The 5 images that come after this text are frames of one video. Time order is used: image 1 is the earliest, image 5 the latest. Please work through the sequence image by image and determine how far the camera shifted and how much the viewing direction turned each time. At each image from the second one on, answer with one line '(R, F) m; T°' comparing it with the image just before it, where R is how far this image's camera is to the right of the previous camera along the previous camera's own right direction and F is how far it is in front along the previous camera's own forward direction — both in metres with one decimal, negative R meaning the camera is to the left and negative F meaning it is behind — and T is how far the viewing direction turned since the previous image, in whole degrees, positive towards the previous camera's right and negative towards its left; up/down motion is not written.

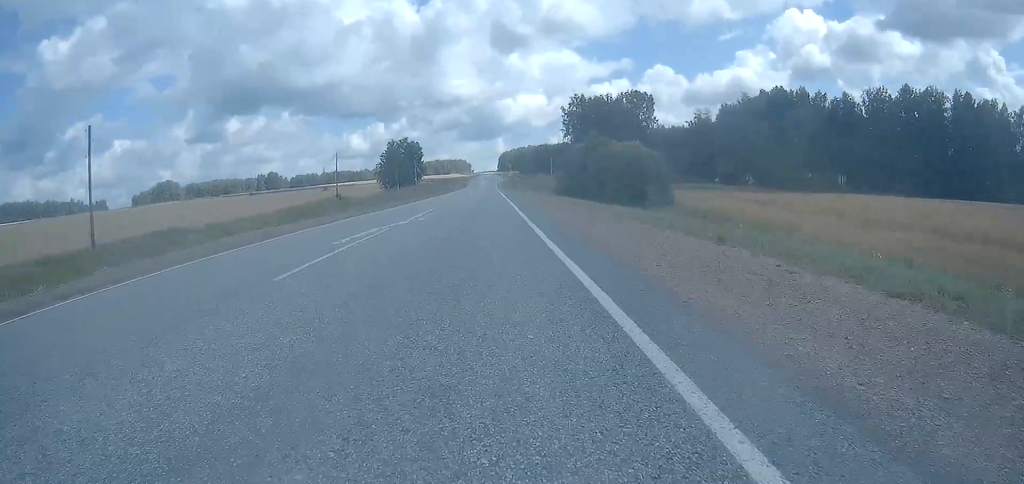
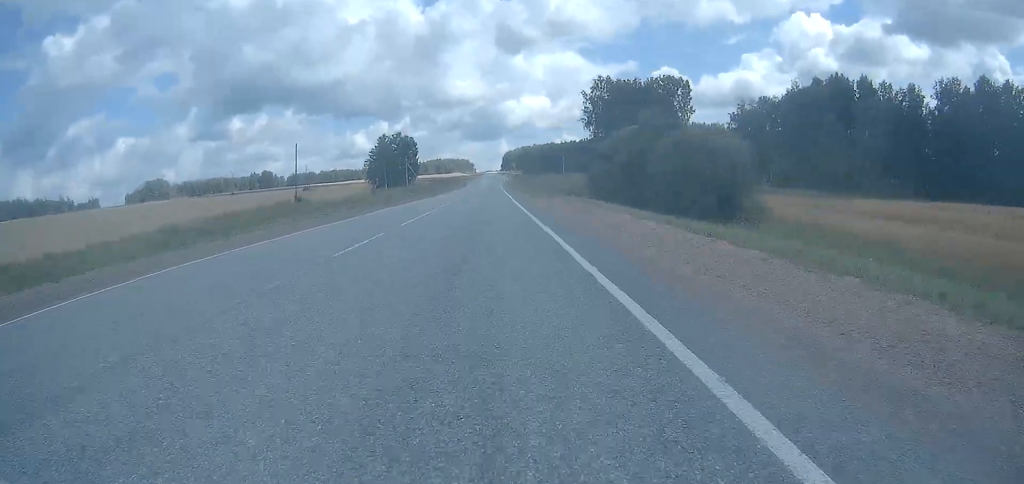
(-0.2, +26.6) m; -1°
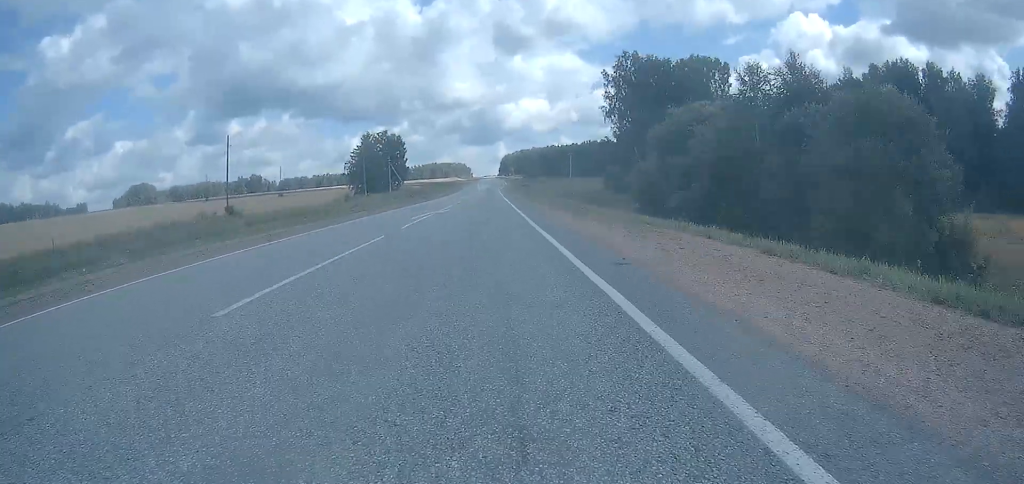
(0.0, +23.1) m; 0°
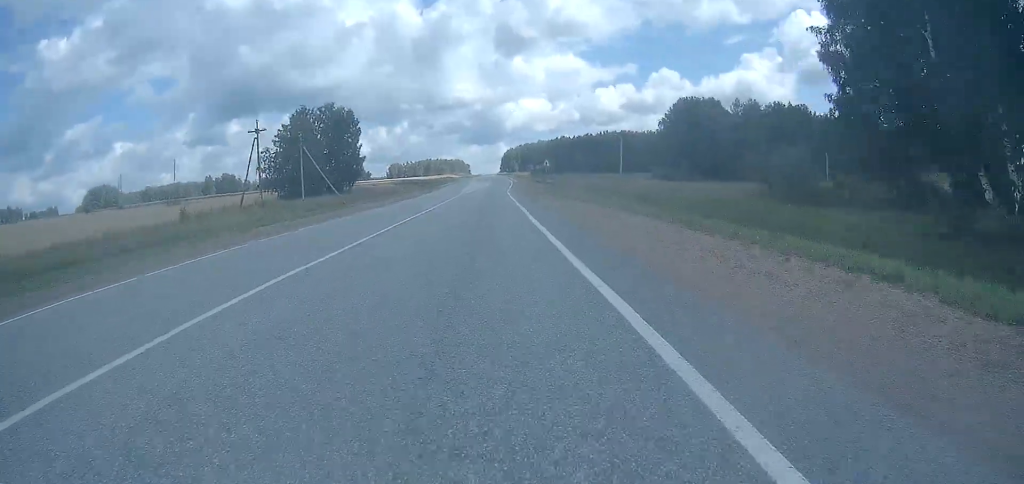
(0.0, +66.2) m; 0°
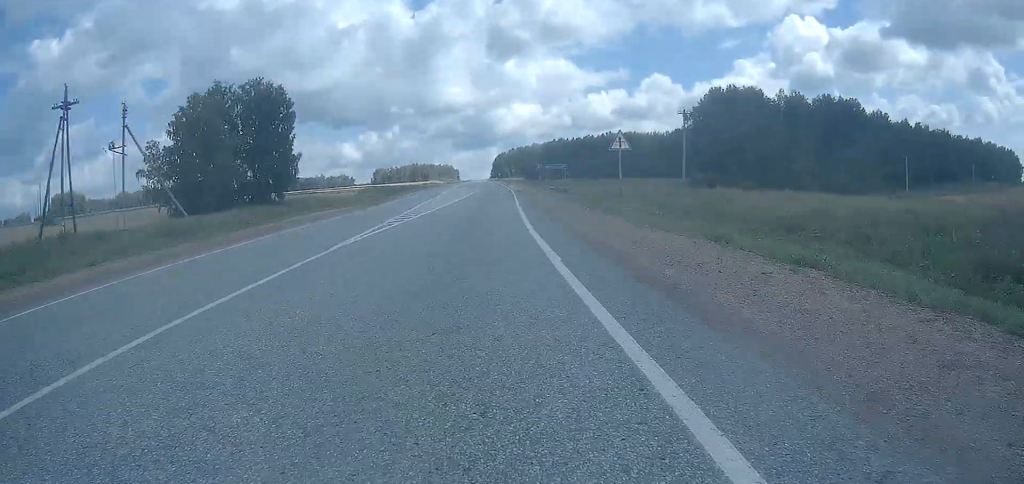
(+0.1, +37.0) m; +1°
